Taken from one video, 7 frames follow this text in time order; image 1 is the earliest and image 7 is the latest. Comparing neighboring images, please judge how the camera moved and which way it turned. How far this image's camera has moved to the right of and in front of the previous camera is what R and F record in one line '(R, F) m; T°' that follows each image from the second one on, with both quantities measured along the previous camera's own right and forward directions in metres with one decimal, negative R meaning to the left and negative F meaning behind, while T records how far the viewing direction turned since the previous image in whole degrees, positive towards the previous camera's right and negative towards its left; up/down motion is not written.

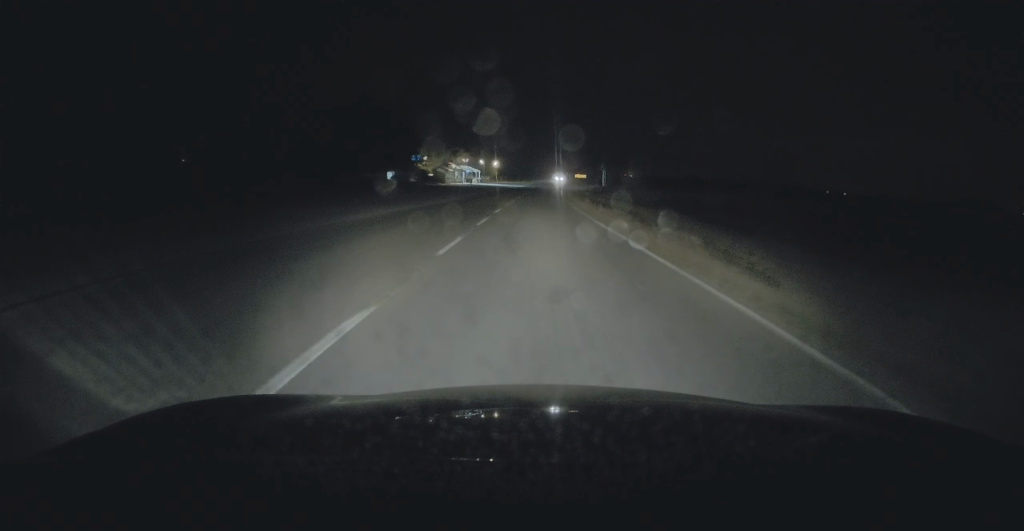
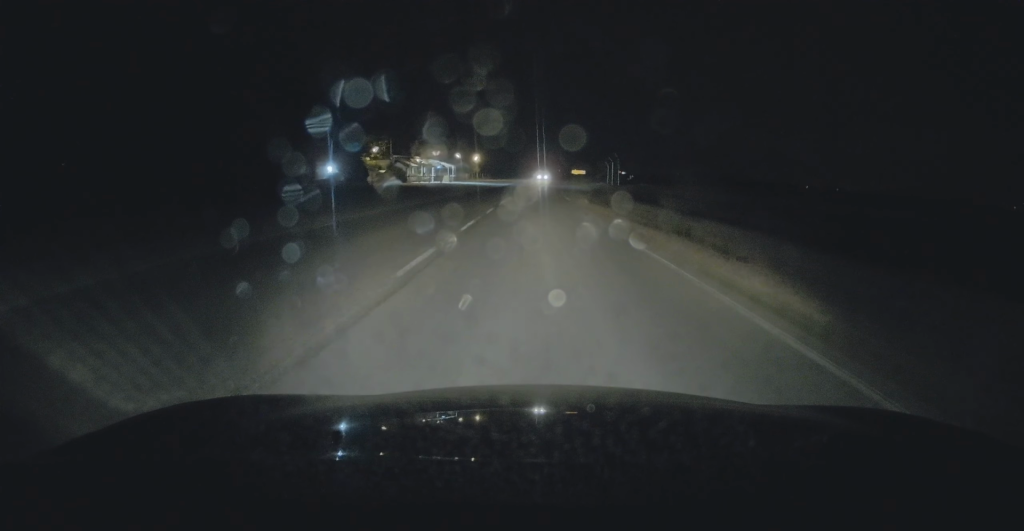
(+0.3, +26.0) m; +1°
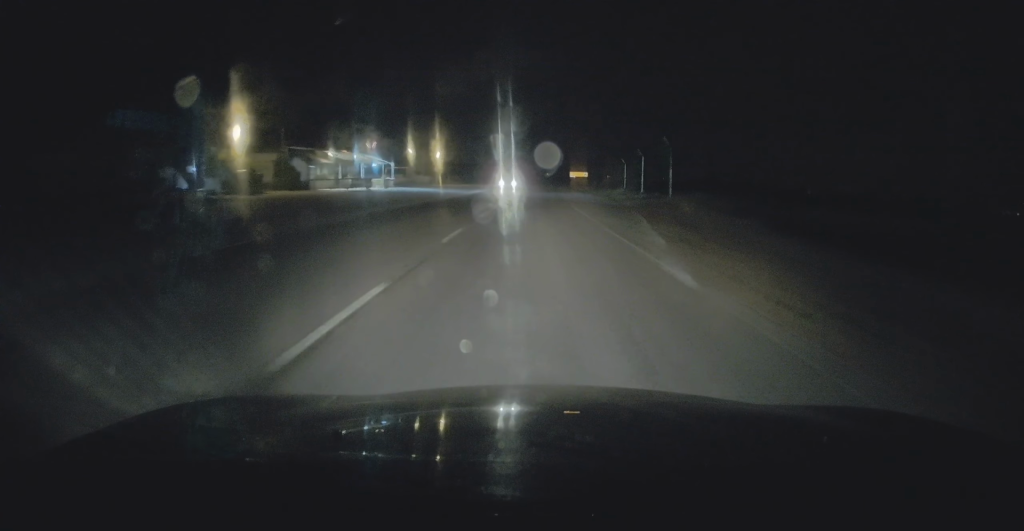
(+0.1, +33.4) m; +1°
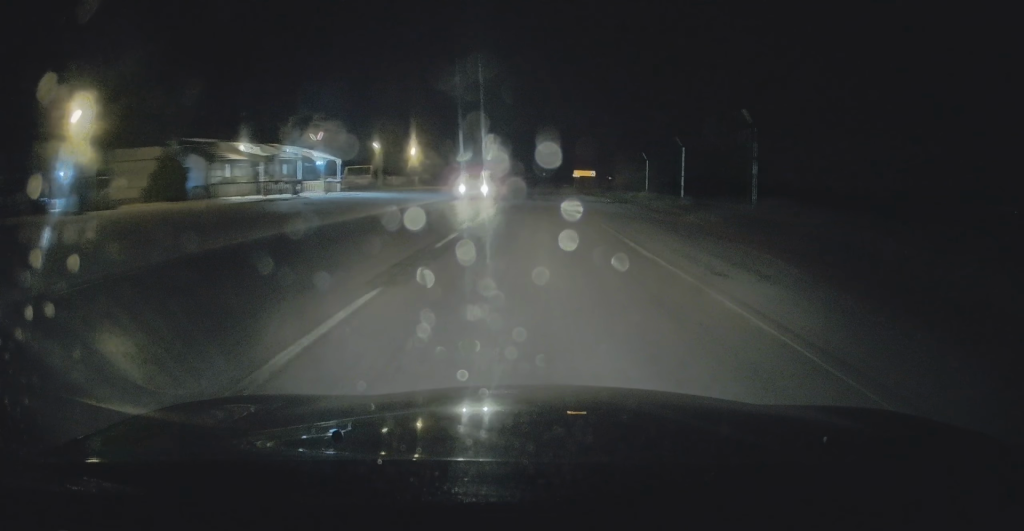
(+0.1, +16.3) m; +1°
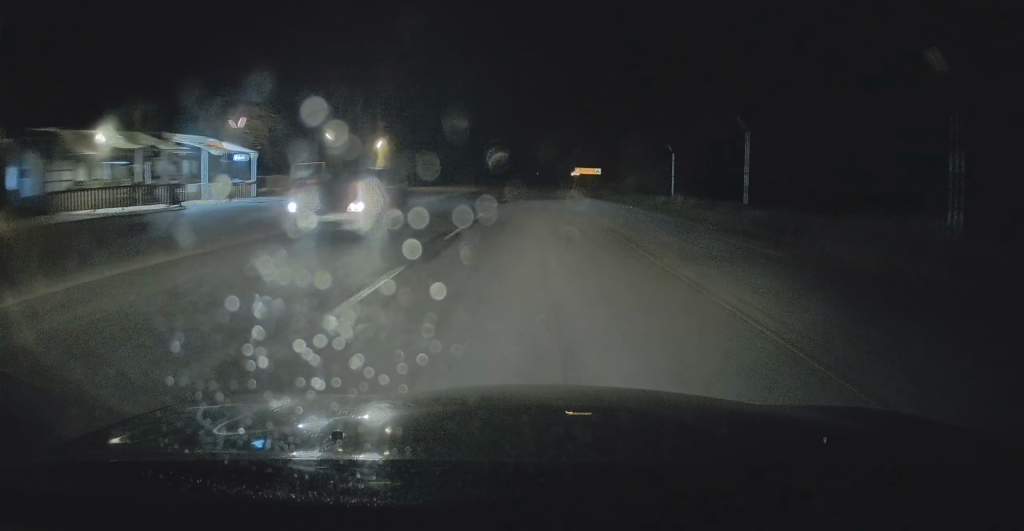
(+0.1, +13.3) m; +1°
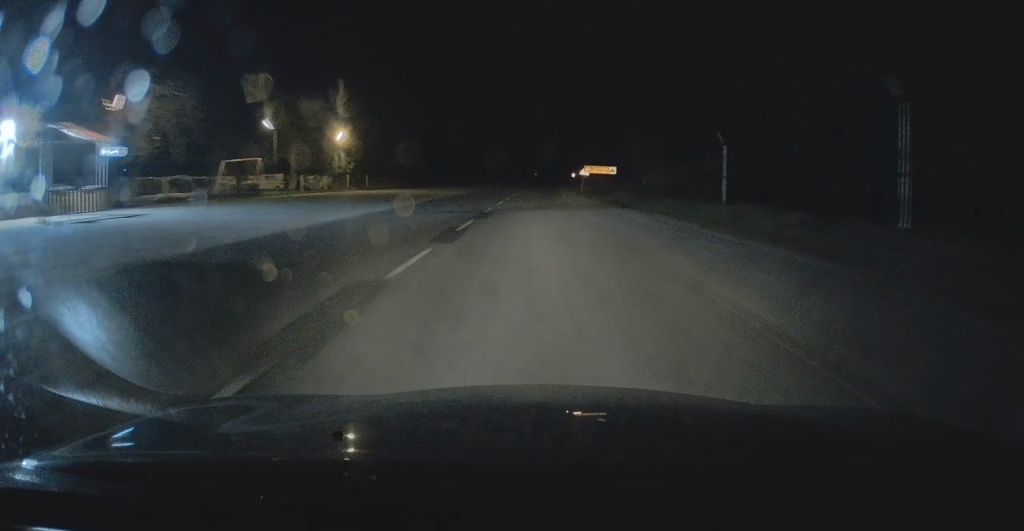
(+0.2, +12.6) m; +1°
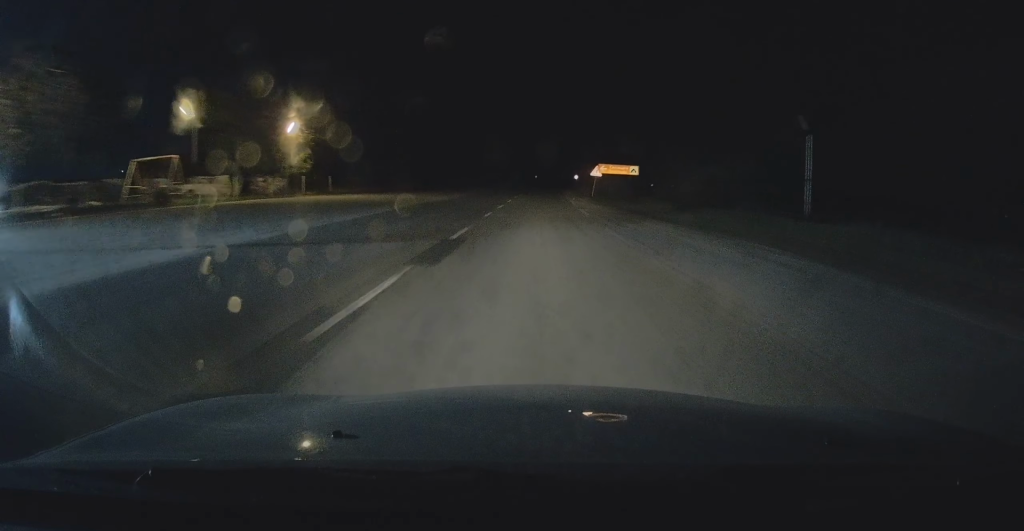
(0.0, +10.3) m; 0°
